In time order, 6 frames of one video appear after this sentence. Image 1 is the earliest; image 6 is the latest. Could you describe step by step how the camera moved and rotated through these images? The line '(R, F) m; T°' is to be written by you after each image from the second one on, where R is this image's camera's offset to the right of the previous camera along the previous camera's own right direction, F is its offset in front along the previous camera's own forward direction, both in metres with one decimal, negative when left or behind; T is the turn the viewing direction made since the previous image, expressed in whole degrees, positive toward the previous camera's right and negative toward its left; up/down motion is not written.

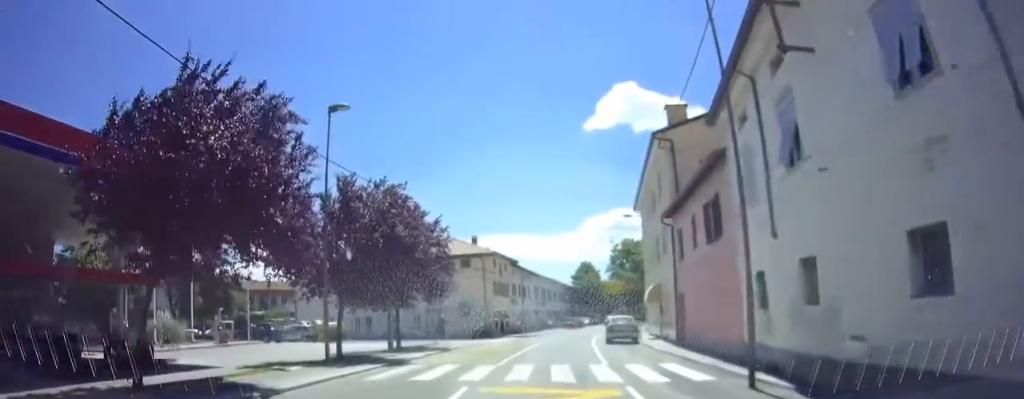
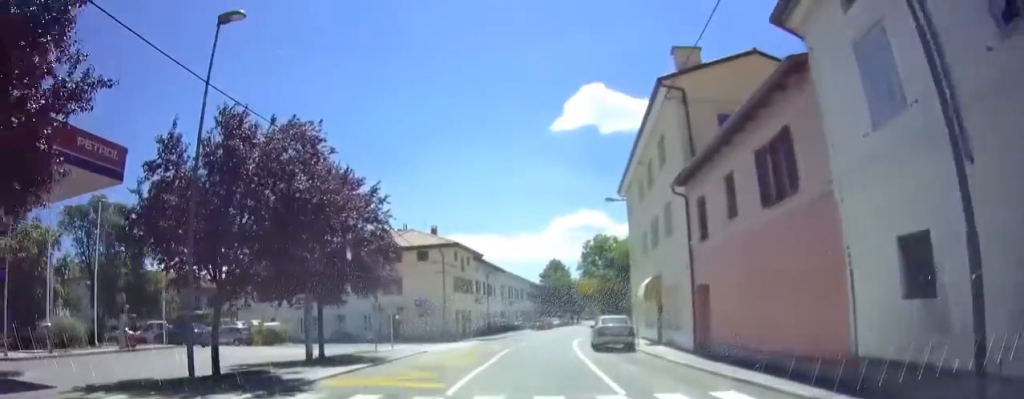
(+0.2, +5.8) m; +3°
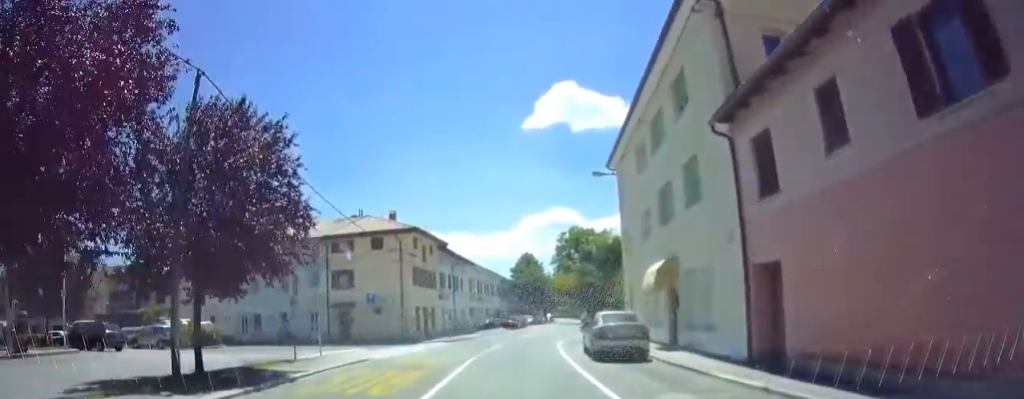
(+0.1, +6.1) m; +3°
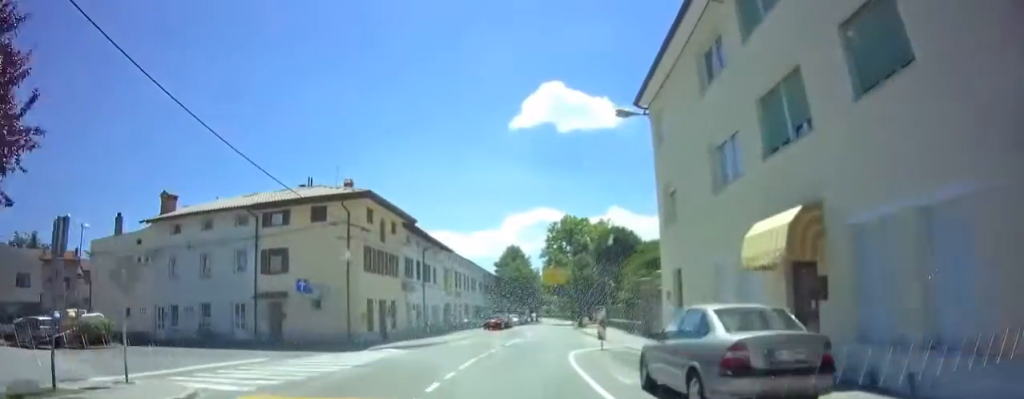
(+0.4, +9.0) m; +2°
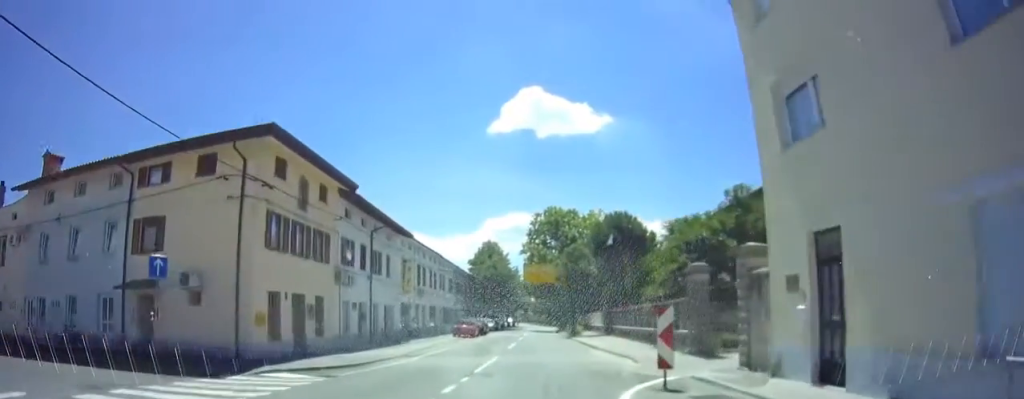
(-0.1, +9.8) m; +2°
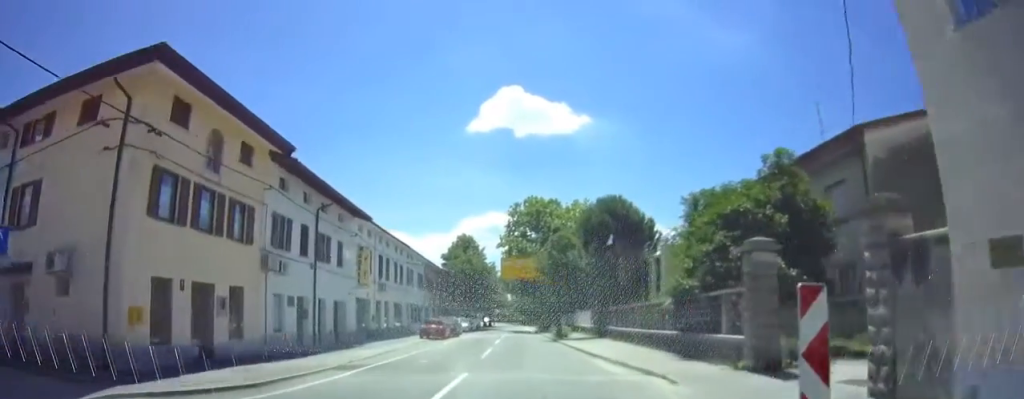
(0.0, +5.2) m; +4°
